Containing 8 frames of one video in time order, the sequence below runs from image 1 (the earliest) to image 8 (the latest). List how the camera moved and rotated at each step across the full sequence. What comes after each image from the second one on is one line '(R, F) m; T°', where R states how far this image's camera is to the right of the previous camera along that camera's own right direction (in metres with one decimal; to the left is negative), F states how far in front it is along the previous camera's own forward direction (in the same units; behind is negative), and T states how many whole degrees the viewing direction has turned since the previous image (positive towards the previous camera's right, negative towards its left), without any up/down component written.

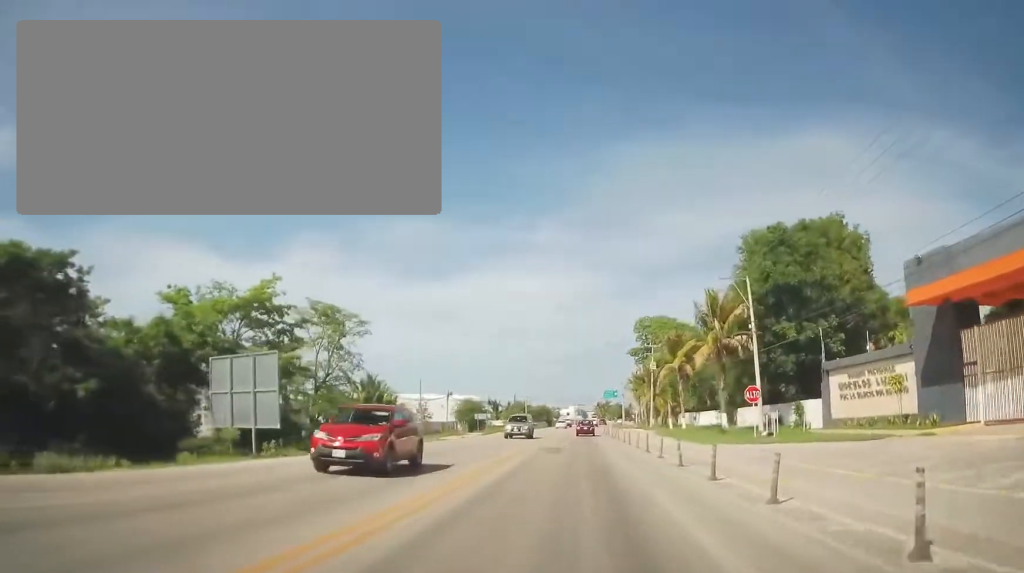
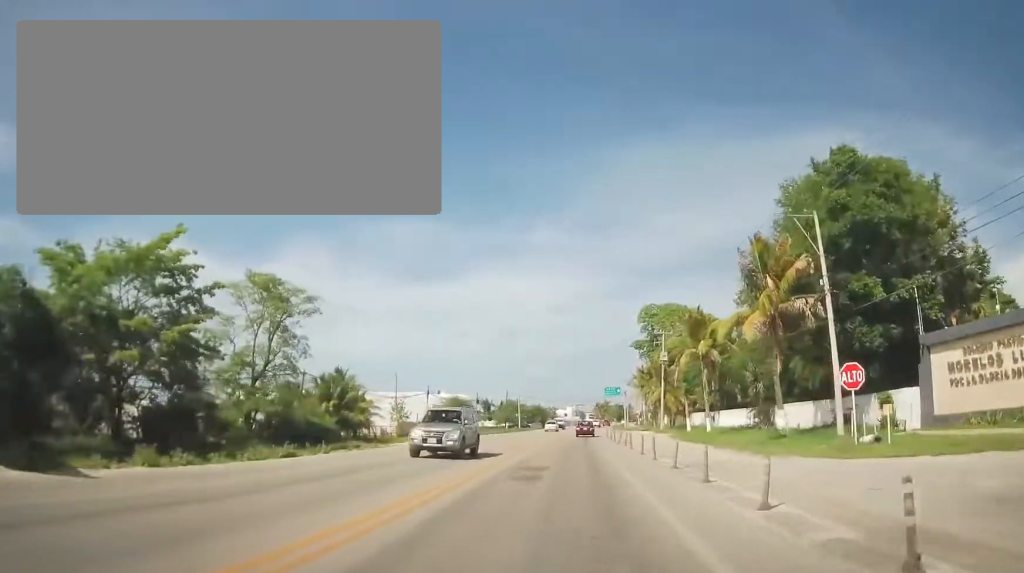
(-0.1, +12.4) m; +1°
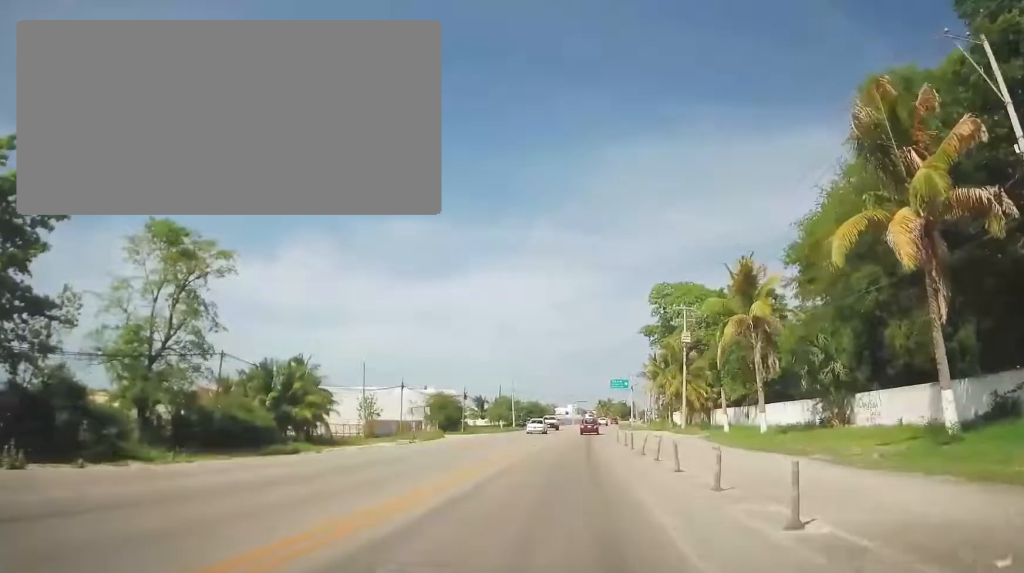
(+0.3, +13.8) m; +1°
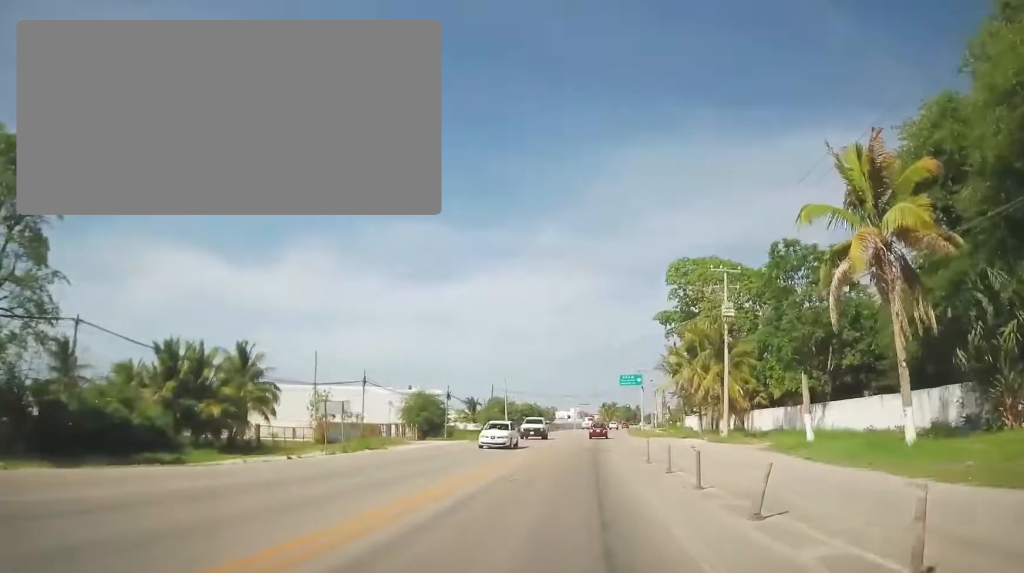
(0.0, +14.6) m; -1°
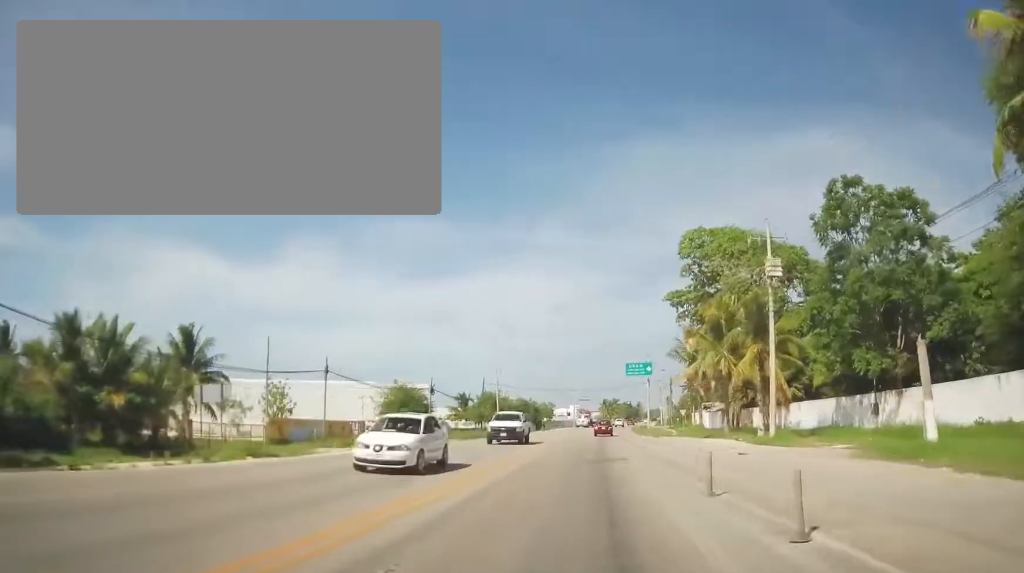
(-0.1, +9.9) m; 0°
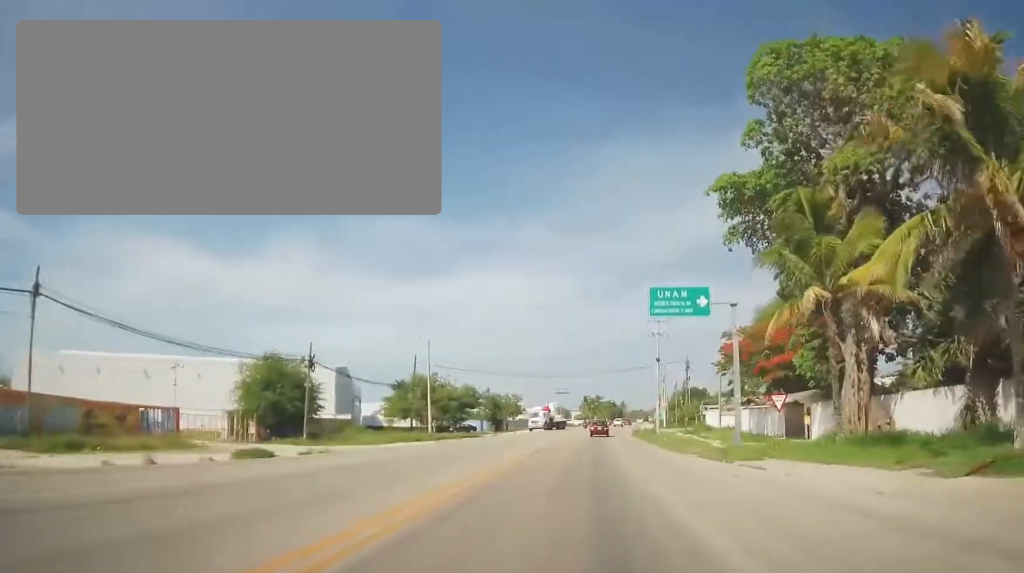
(+1.1, +32.2) m; +4°
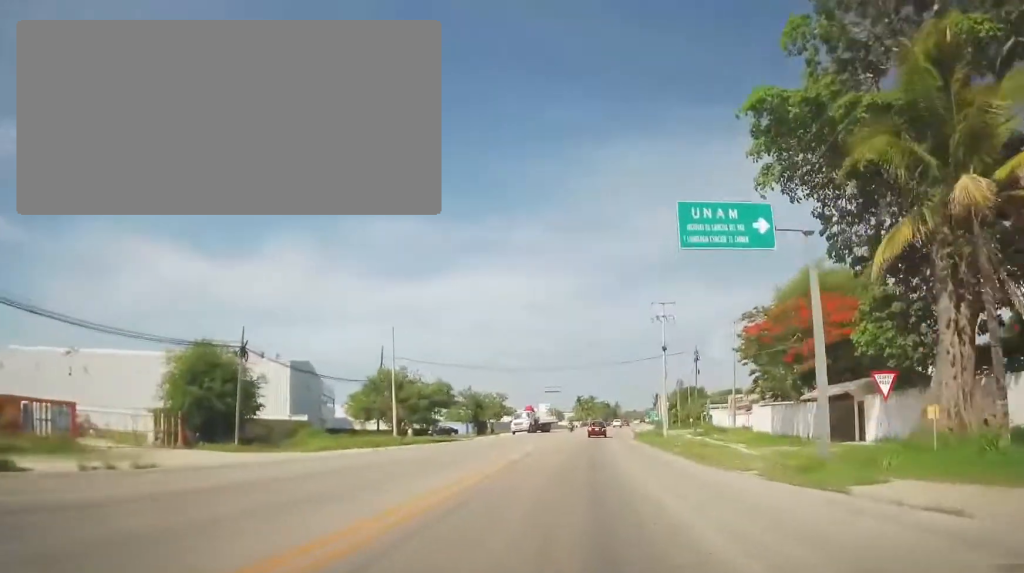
(+0.2, +9.6) m; +1°
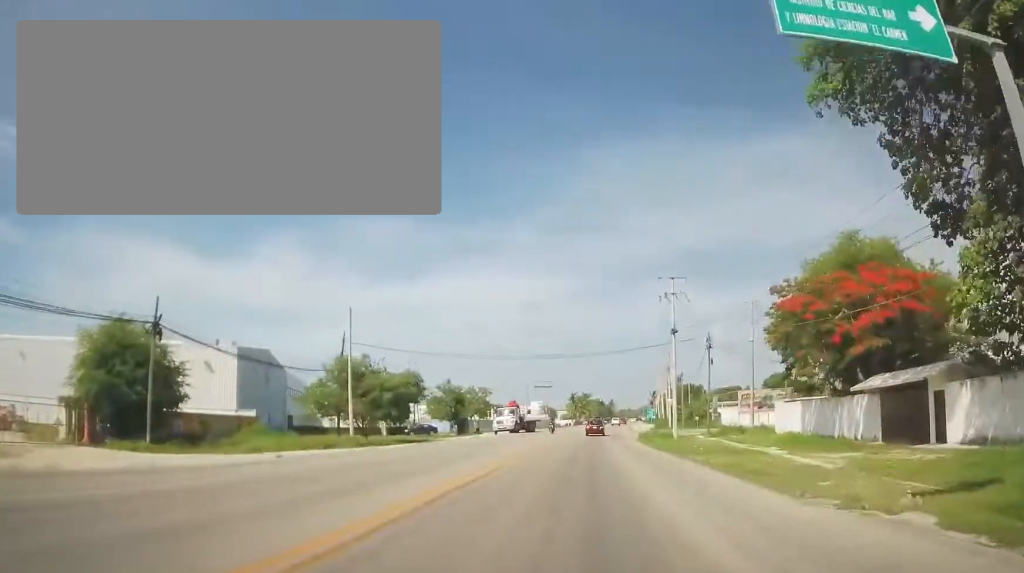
(0.0, +8.8) m; 0°
